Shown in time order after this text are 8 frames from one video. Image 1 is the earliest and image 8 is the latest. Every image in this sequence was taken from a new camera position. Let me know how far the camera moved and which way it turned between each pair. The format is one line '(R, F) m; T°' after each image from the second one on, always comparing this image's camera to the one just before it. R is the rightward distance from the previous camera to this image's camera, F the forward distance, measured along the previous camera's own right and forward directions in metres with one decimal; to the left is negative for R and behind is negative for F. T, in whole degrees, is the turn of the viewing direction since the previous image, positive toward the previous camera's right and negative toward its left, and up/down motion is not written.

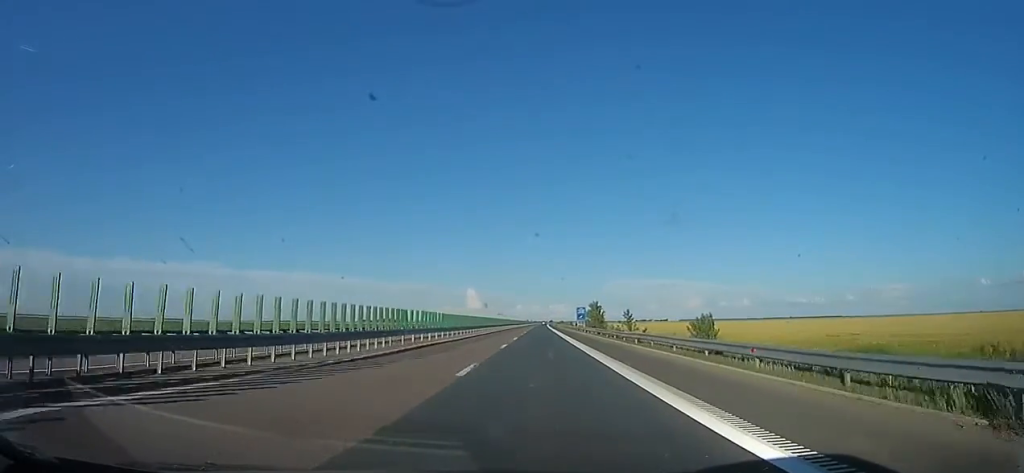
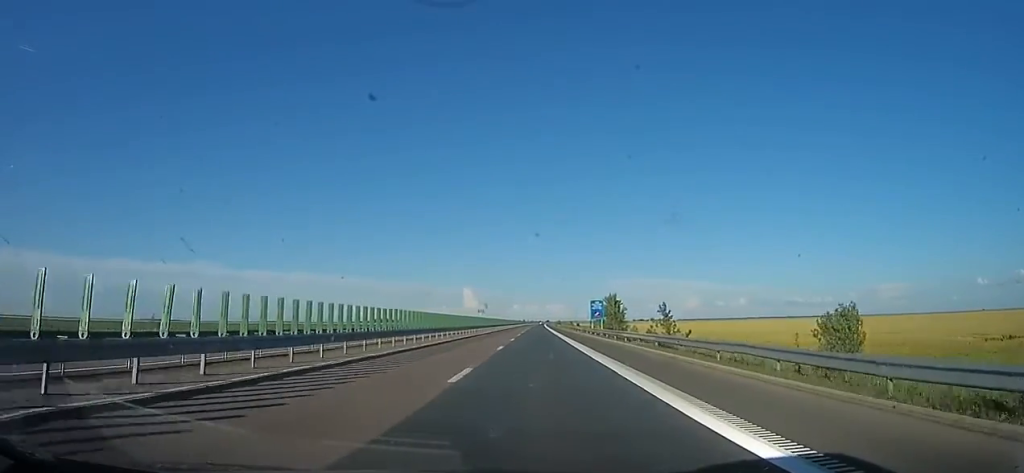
(0.0, +25.1) m; 0°
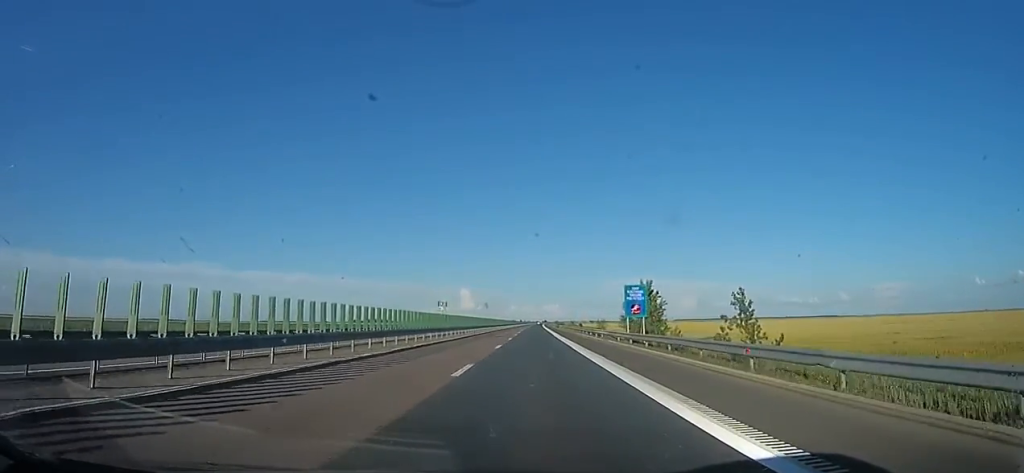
(0.0, +22.8) m; 0°
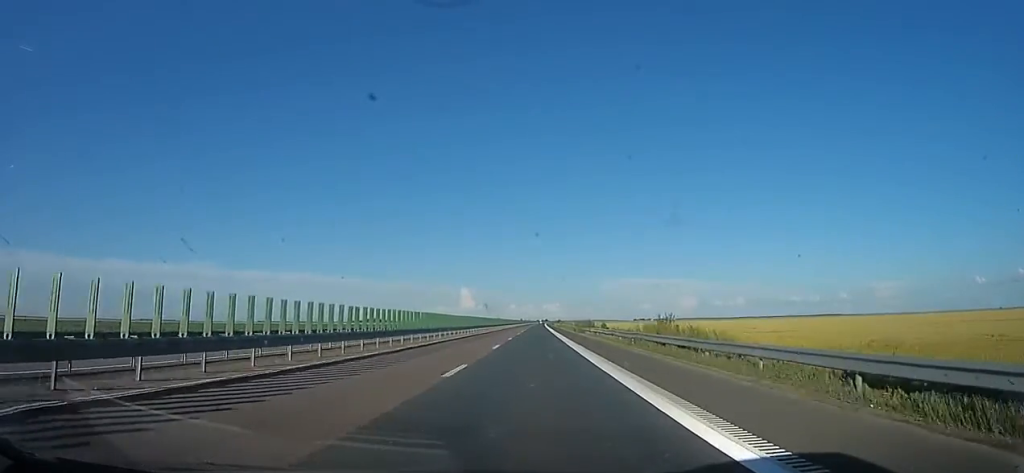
(-1.8, +60.8) m; -1°
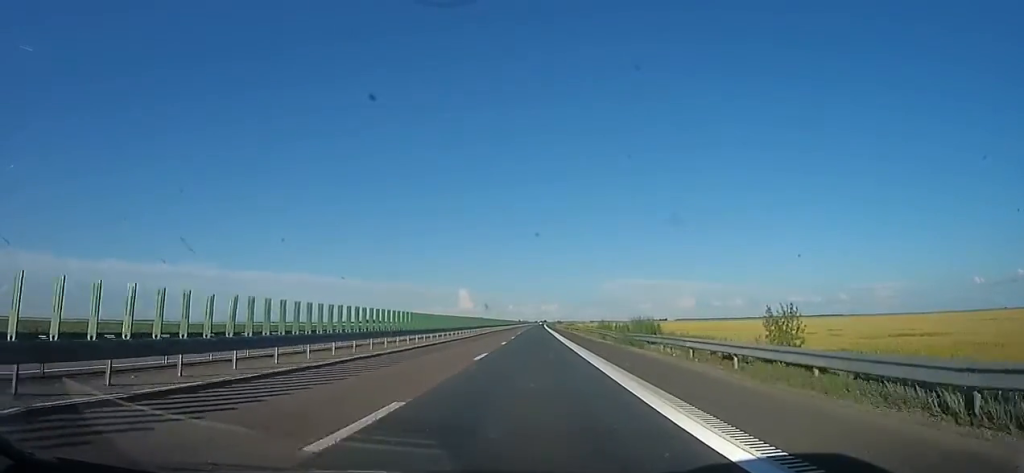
(+0.6, +30.6) m; +2°
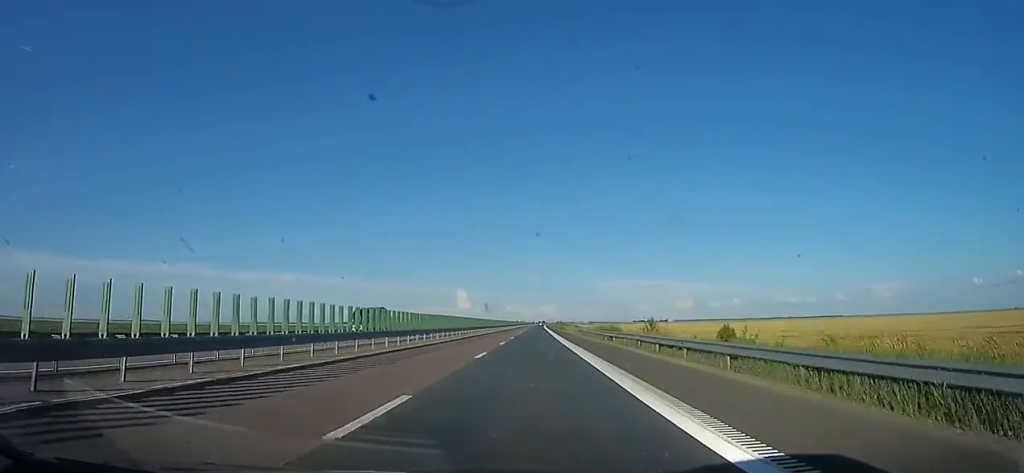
(+1.0, +47.8) m; 0°
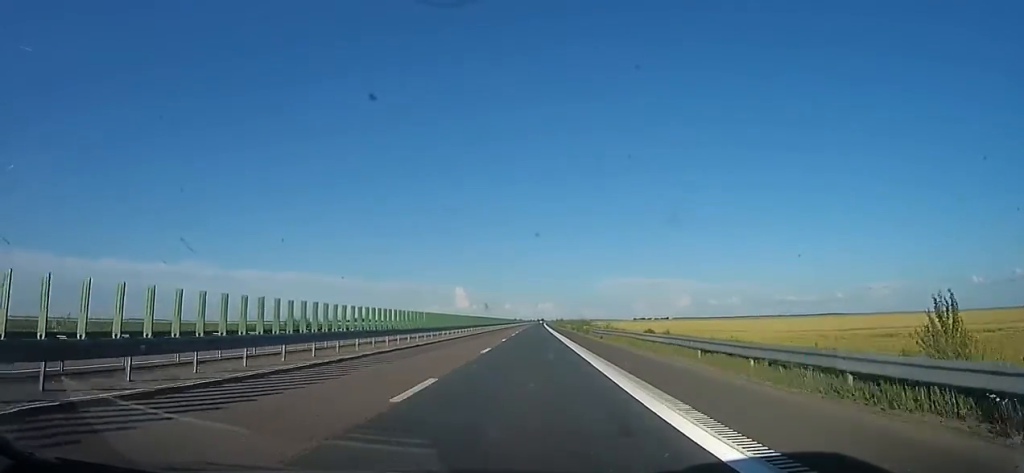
(-0.7, +46.1) m; -1°
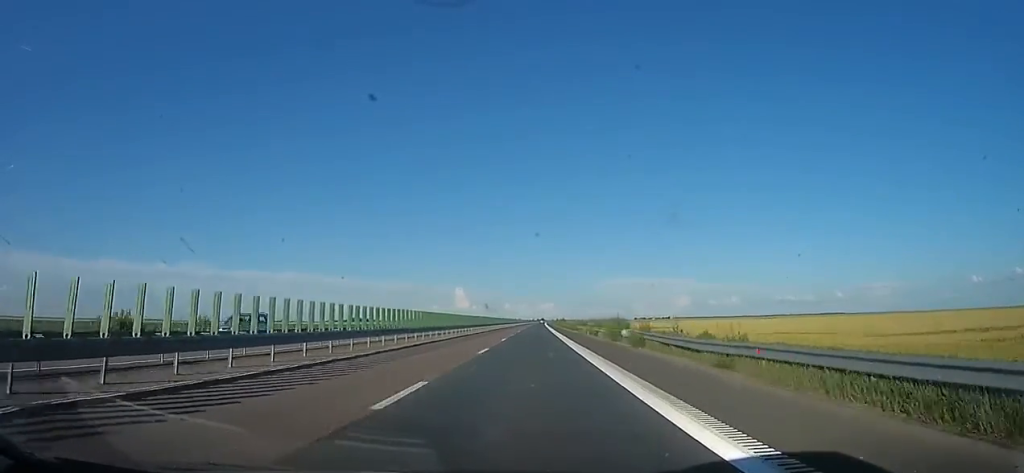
(0.0, +24.7) m; 0°
